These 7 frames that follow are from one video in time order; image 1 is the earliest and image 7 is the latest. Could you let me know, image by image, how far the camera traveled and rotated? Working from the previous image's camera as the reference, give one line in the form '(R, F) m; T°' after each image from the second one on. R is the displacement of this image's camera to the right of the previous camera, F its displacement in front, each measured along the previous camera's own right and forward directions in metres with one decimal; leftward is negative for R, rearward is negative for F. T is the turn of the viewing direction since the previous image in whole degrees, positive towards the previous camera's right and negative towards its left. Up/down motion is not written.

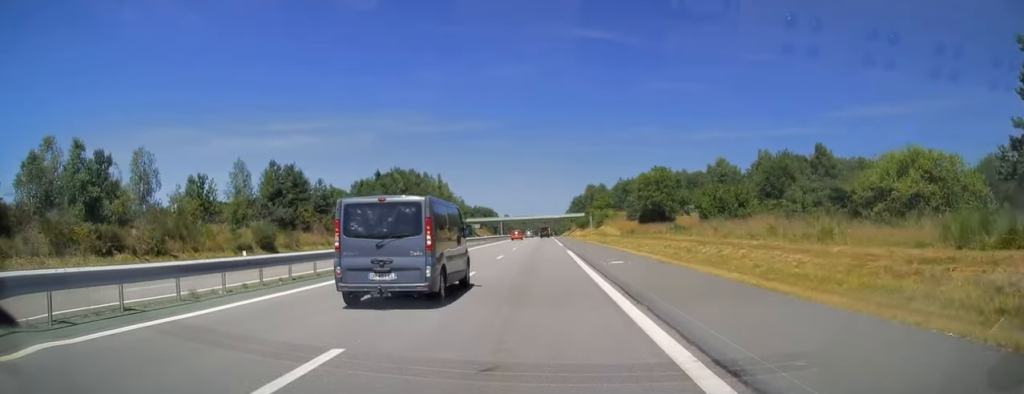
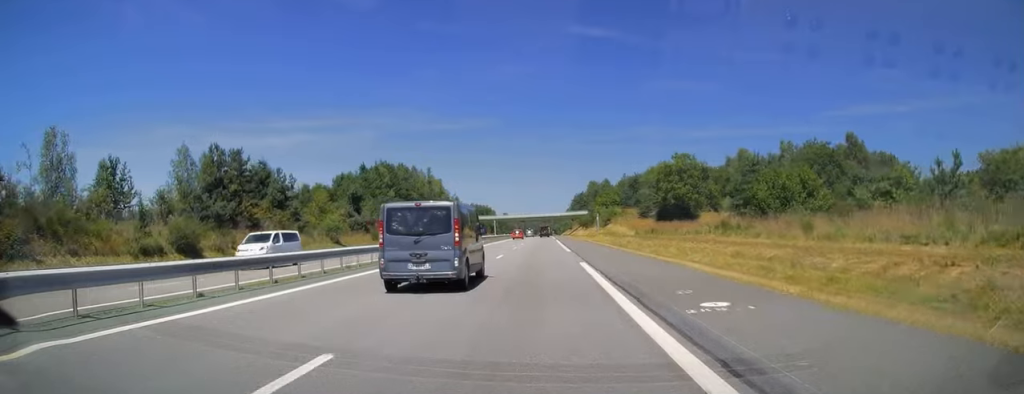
(0.0, +13.3) m; 0°
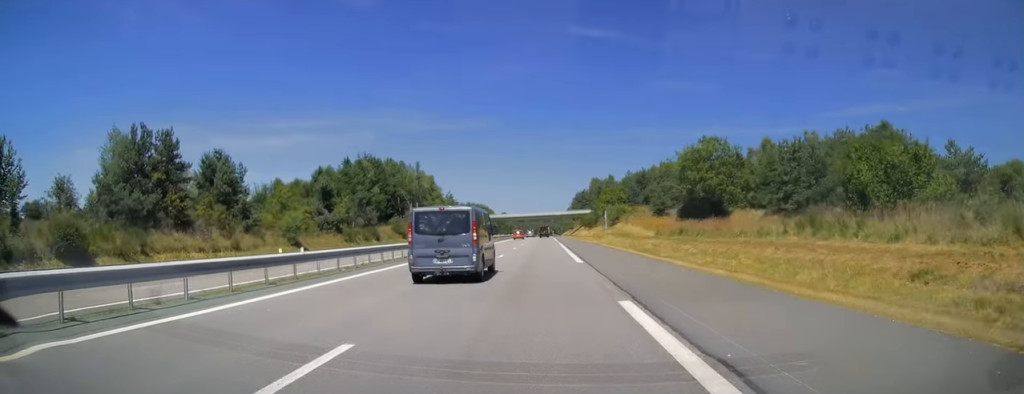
(0.0, +12.4) m; 0°
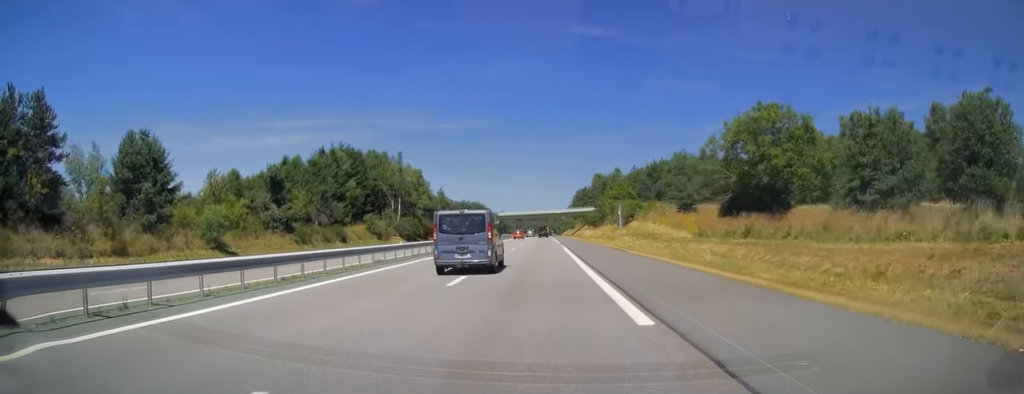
(0.0, +15.4) m; 0°
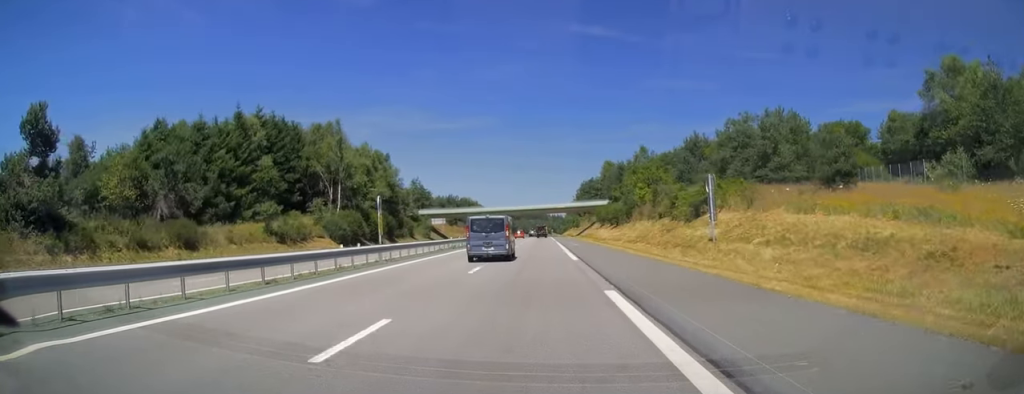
(+0.1, +34.6) m; 0°
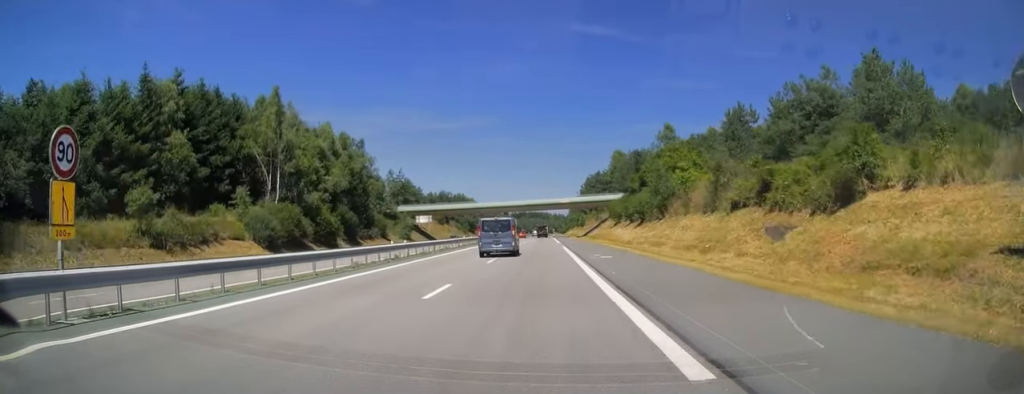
(0.0, +20.3) m; 0°
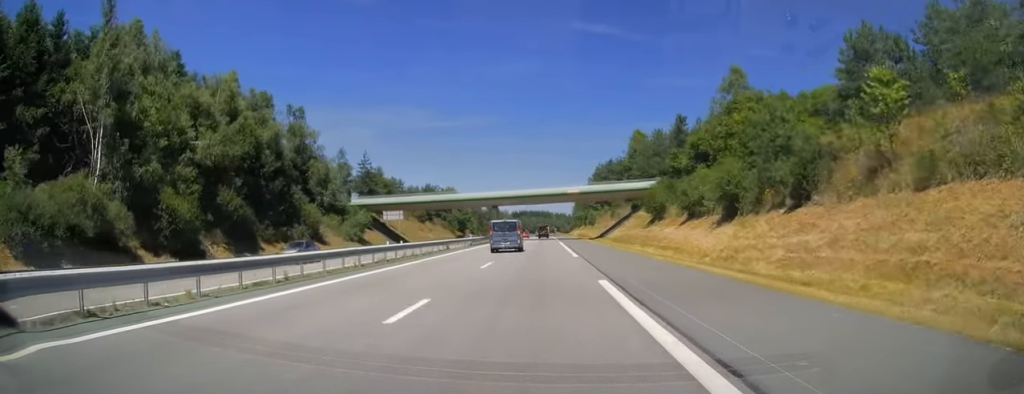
(-0.1, +29.2) m; 0°
